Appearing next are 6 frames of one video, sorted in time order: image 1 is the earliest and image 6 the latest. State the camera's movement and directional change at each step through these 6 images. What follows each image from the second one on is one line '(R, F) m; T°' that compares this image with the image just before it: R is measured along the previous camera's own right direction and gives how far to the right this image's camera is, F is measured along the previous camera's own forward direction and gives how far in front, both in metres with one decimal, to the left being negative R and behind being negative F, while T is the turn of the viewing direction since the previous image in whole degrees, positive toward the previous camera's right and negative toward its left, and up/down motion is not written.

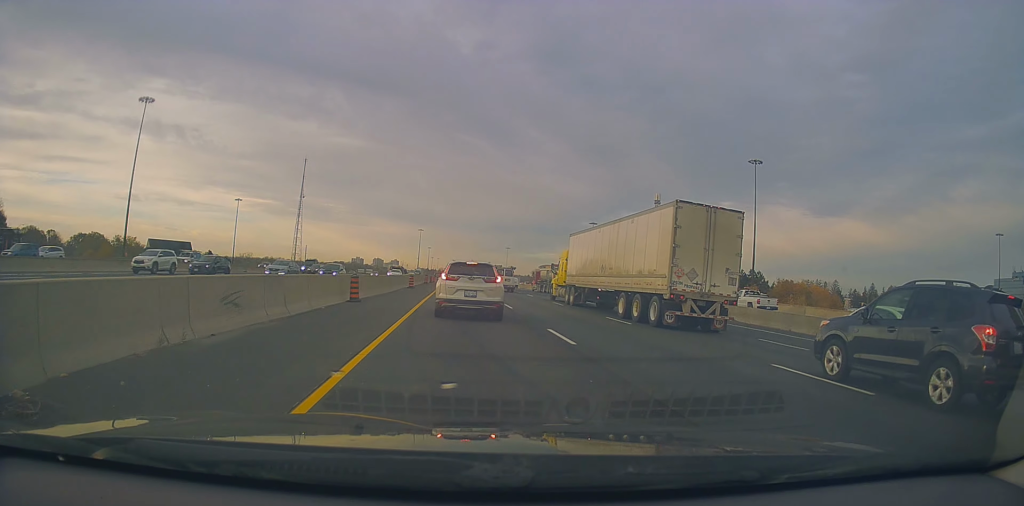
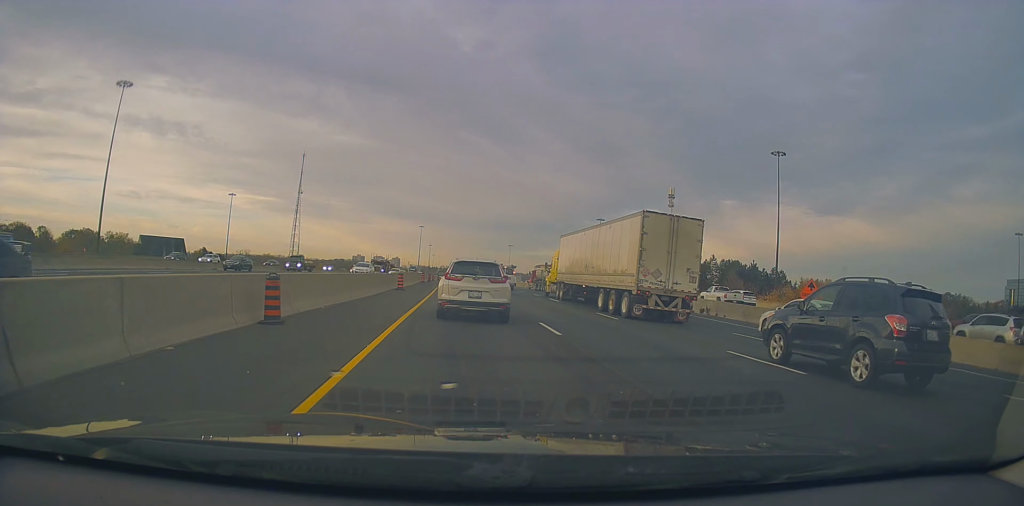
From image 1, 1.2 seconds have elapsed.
(+0.6, +11.4) m; 0°
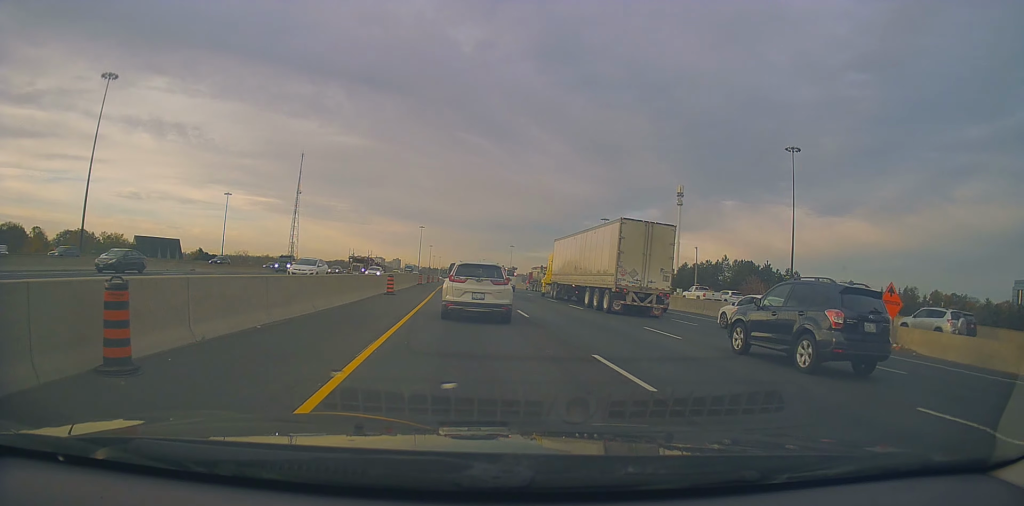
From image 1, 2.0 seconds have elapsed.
(-0.5, +6.7) m; -2°
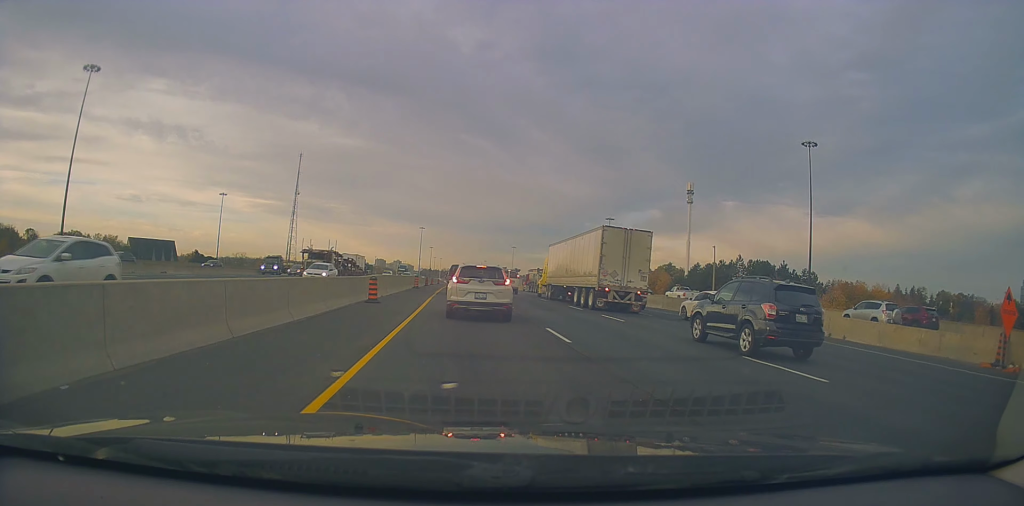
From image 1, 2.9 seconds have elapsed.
(+0.3, +6.7) m; +2°
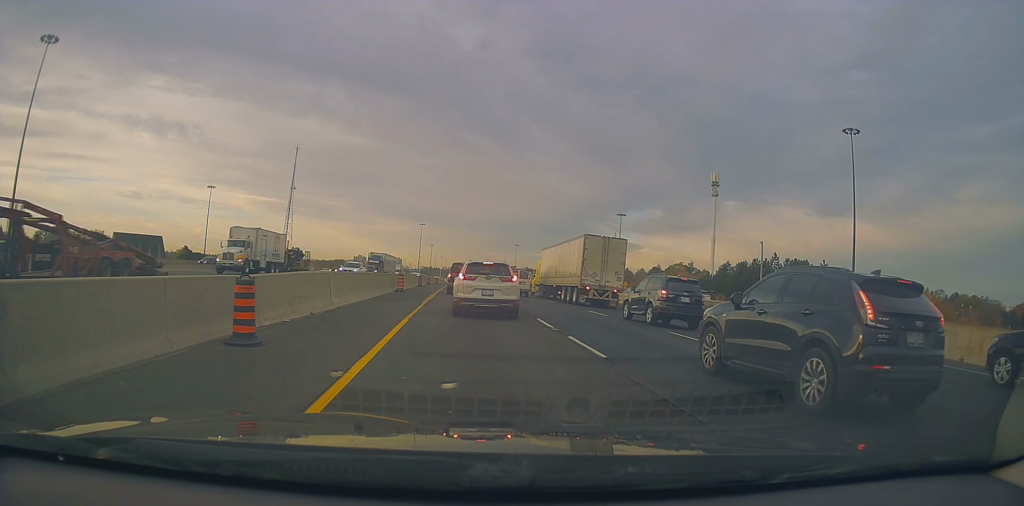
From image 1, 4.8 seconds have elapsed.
(0.0, +14.2) m; -3°
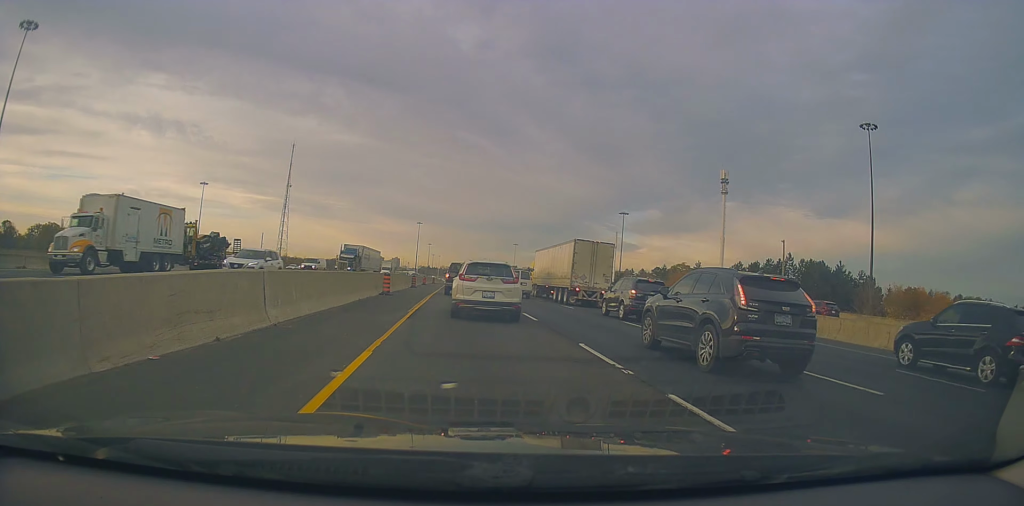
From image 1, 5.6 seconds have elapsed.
(-0.4, +6.1) m; +1°
